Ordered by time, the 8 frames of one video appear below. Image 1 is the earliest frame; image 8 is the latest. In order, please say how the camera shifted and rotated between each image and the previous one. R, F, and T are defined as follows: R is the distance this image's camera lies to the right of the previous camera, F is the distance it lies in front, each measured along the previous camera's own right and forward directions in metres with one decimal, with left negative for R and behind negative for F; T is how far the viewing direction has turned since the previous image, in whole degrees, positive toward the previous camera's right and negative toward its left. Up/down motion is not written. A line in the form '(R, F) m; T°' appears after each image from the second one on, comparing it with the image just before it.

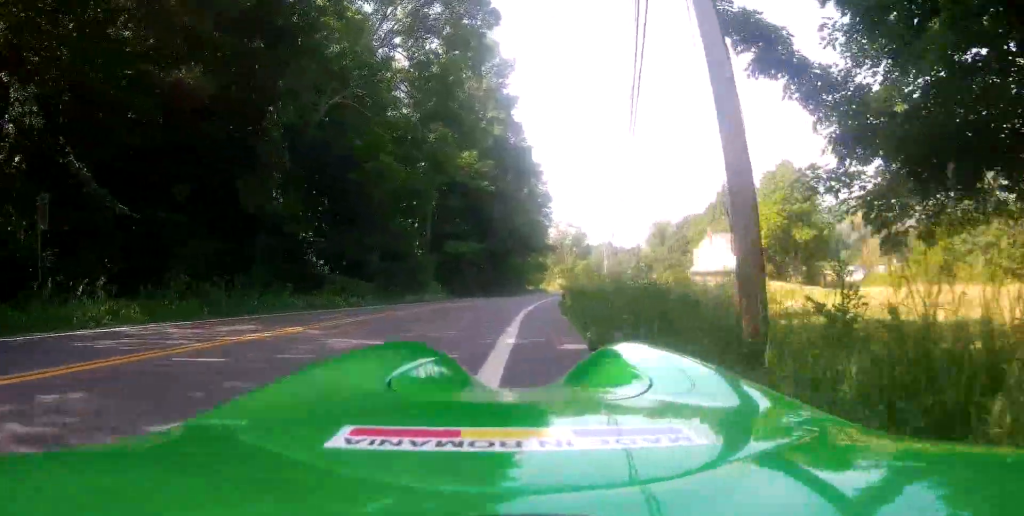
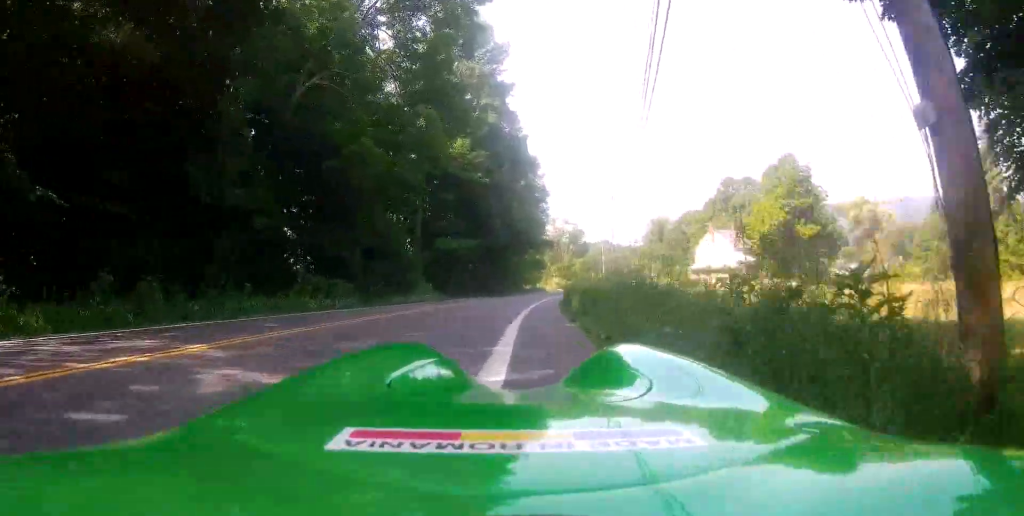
(+0.1, +3.2) m; 0°
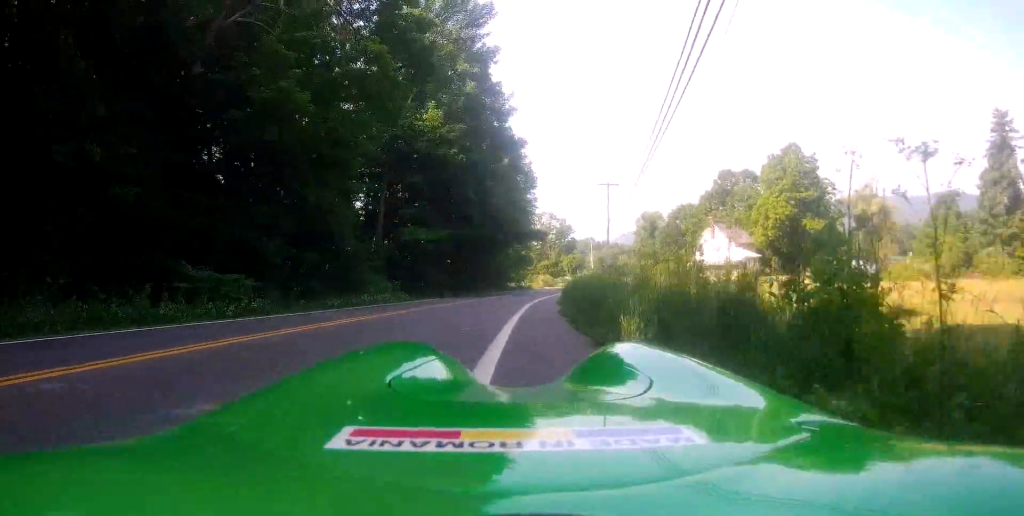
(-0.1, +8.2) m; -3°
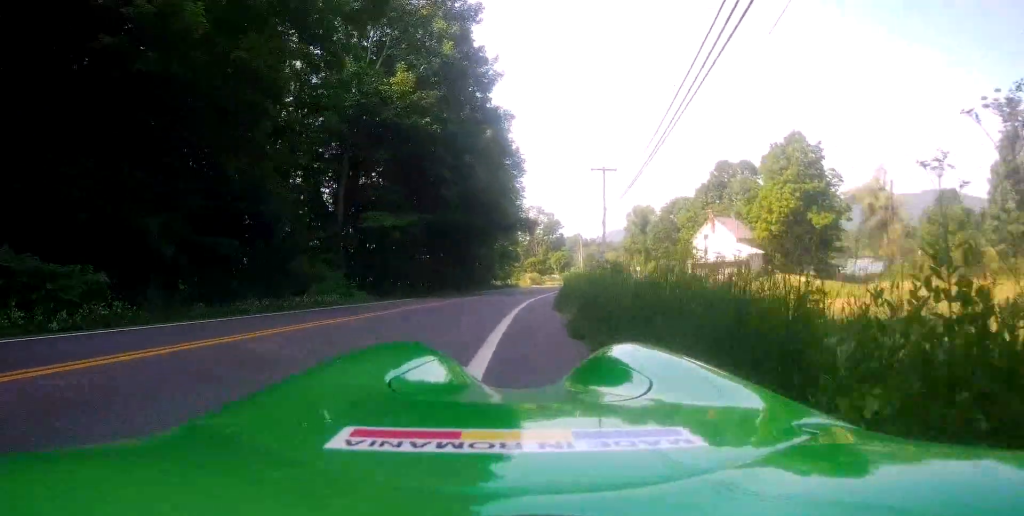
(-0.2, +7.0) m; +1°
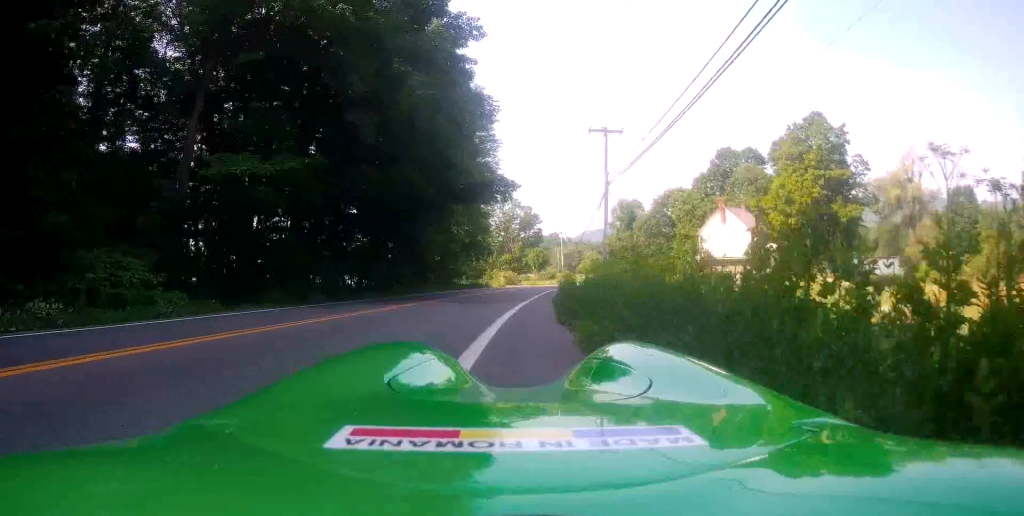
(+1.0, +15.3) m; +6°
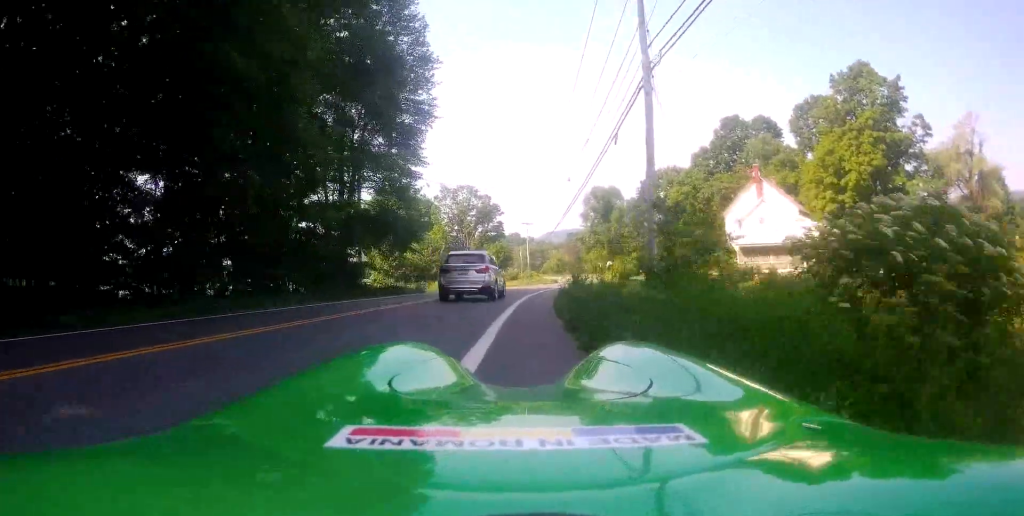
(-0.1, +24.4) m; +2°
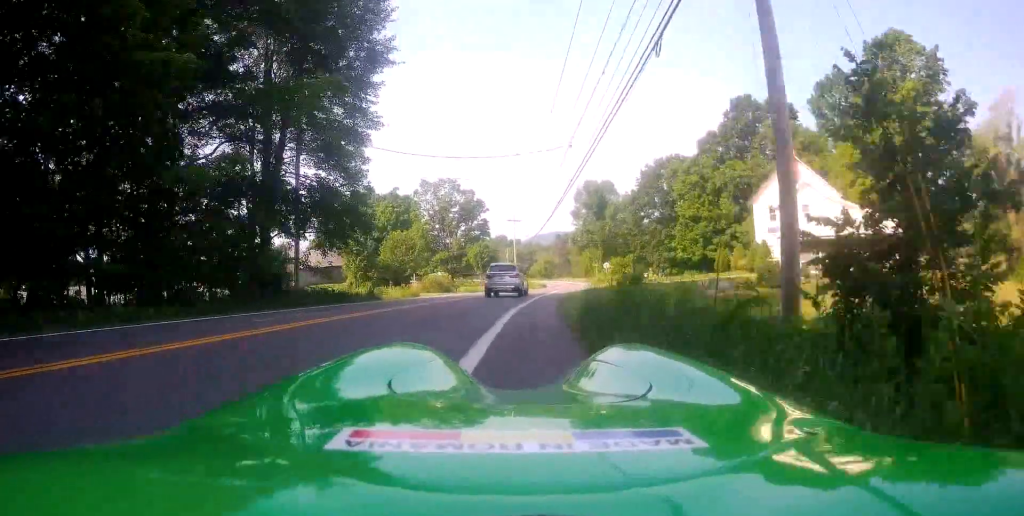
(+0.3, +10.8) m; +3°
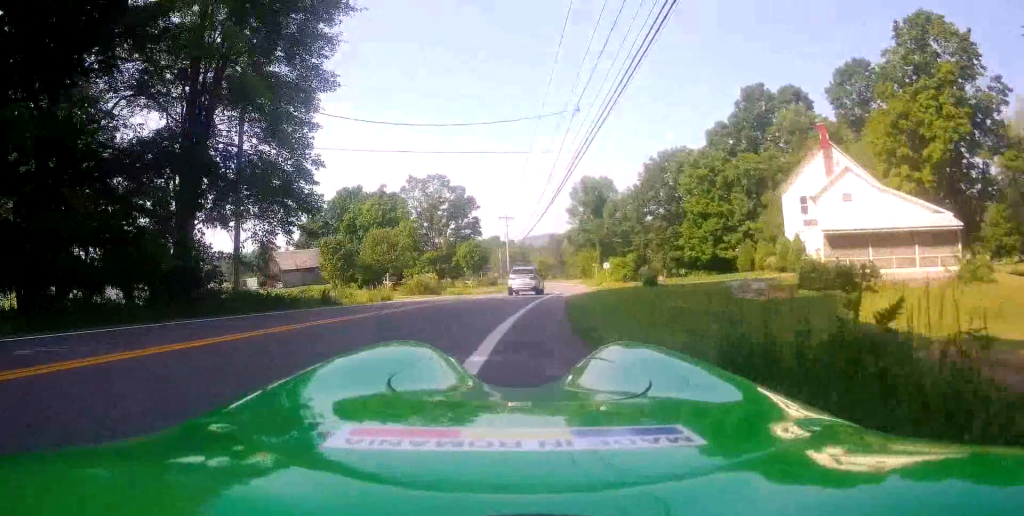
(+0.1, +6.7) m; +1°
